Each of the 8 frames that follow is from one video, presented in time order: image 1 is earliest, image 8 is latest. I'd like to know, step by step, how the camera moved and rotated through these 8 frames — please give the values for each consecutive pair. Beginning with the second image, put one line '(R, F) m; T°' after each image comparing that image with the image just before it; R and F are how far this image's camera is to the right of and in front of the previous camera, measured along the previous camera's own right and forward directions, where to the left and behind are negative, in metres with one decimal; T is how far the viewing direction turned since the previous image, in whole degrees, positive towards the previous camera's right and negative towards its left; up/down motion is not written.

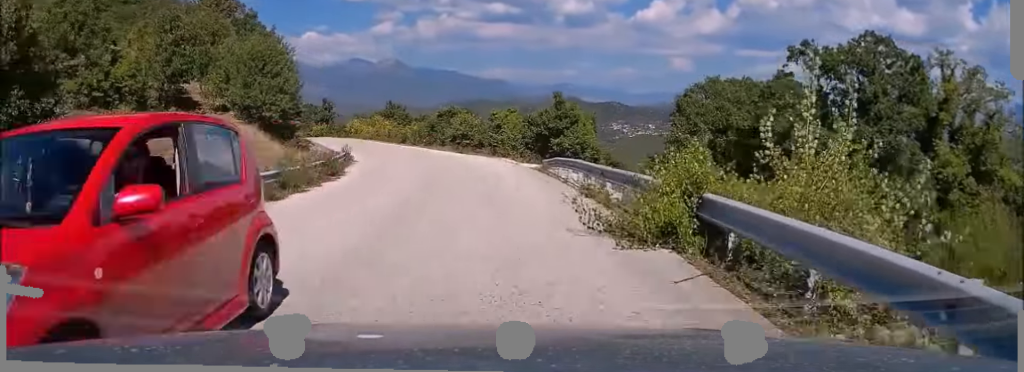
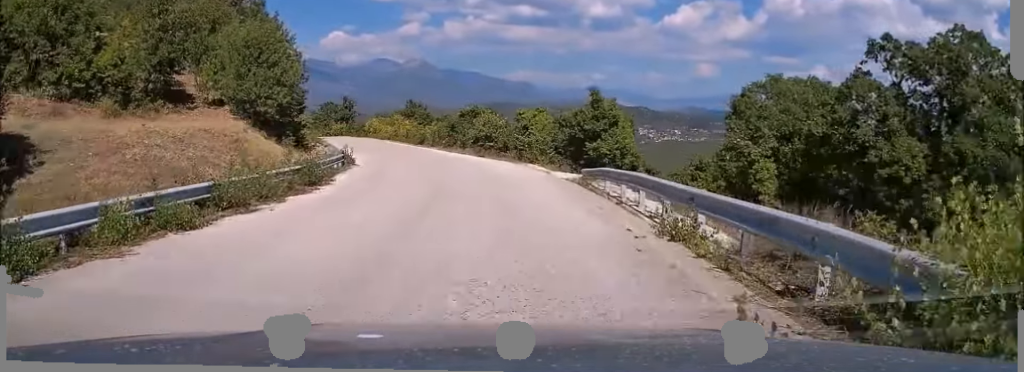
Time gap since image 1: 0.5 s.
(-0.1, +6.0) m; -2°
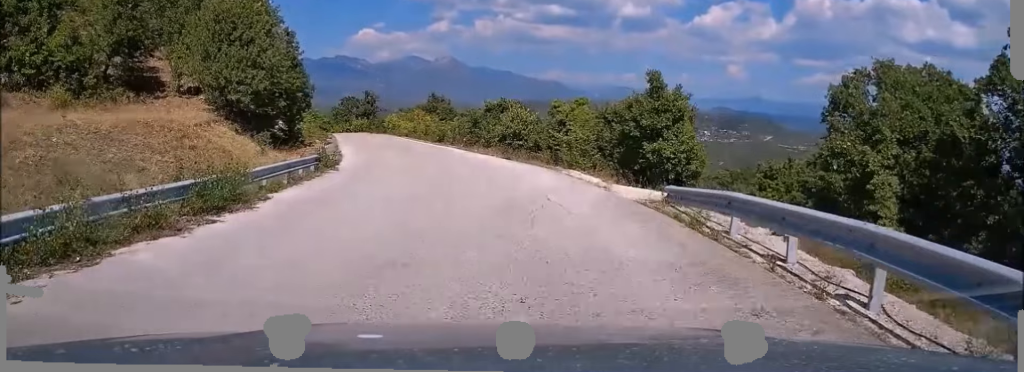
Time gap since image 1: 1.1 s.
(-0.1, +8.6) m; -3°
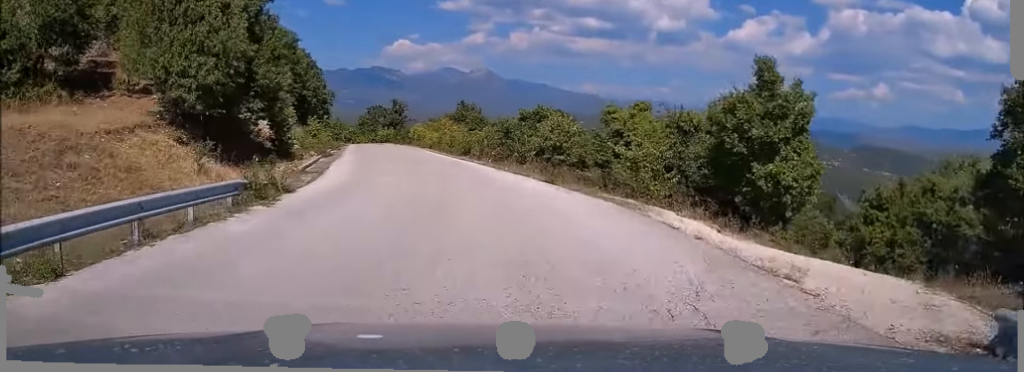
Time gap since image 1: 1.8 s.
(-0.4, +10.0) m; -4°
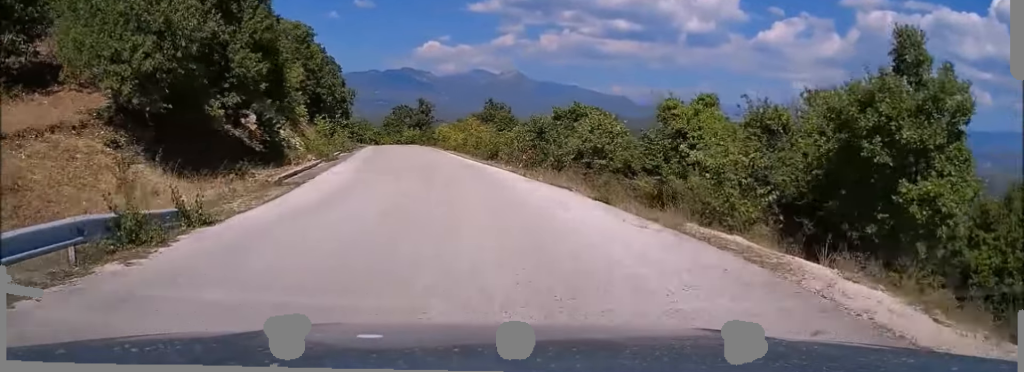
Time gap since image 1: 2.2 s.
(0.0, +6.3) m; -2°
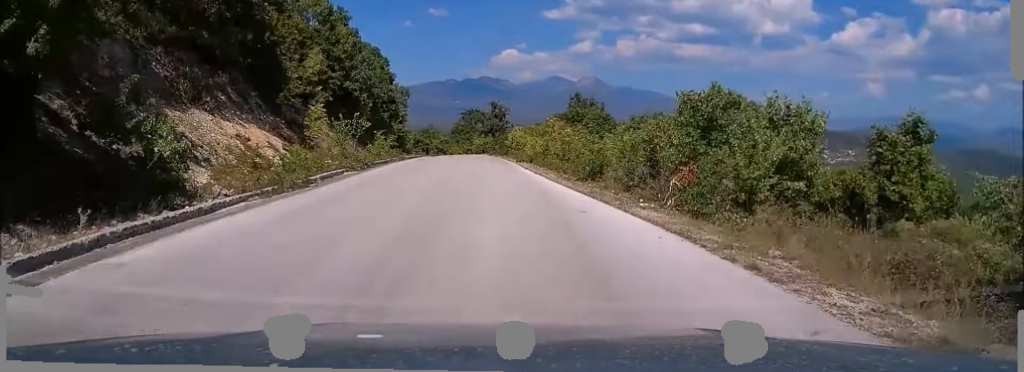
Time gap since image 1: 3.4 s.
(-0.8, +17.5) m; -5°
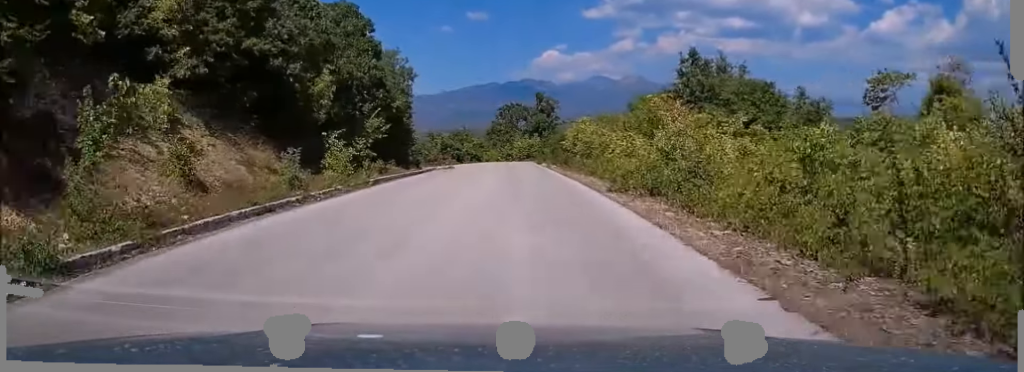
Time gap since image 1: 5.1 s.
(-1.3, +28.4) m; -4°
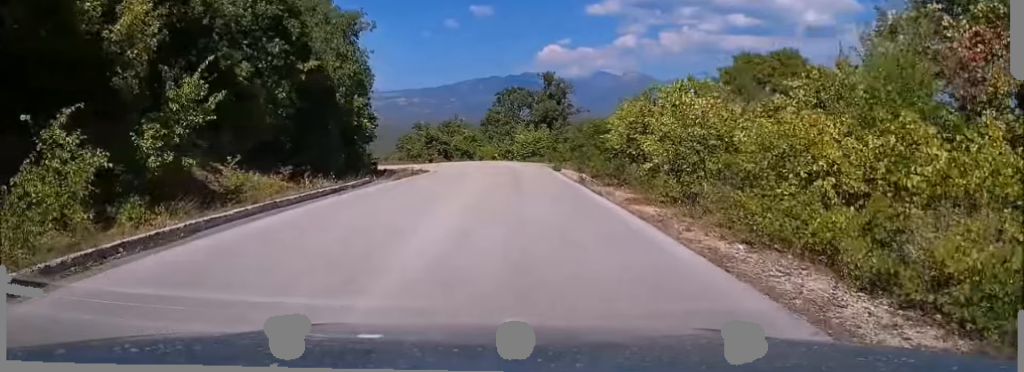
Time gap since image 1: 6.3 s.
(-0.2, +21.1) m; -1°
